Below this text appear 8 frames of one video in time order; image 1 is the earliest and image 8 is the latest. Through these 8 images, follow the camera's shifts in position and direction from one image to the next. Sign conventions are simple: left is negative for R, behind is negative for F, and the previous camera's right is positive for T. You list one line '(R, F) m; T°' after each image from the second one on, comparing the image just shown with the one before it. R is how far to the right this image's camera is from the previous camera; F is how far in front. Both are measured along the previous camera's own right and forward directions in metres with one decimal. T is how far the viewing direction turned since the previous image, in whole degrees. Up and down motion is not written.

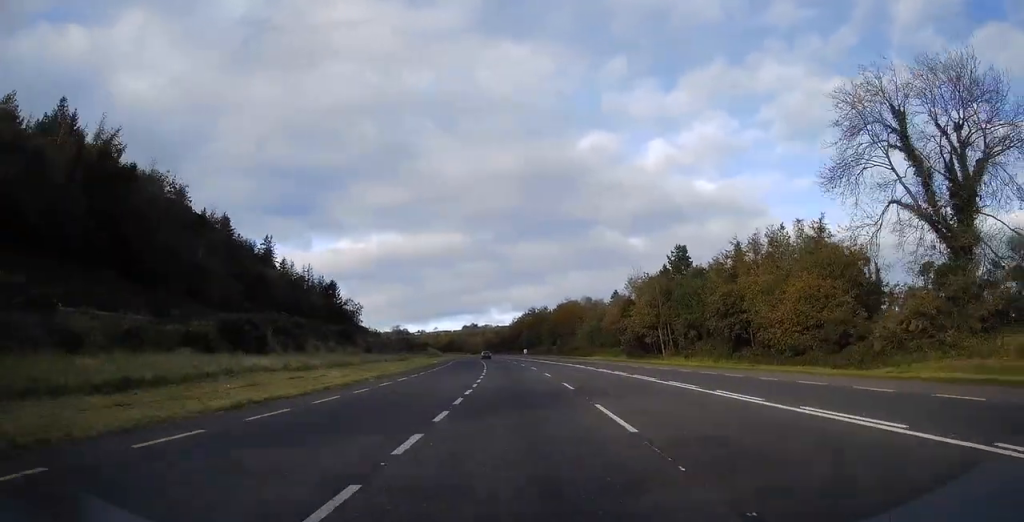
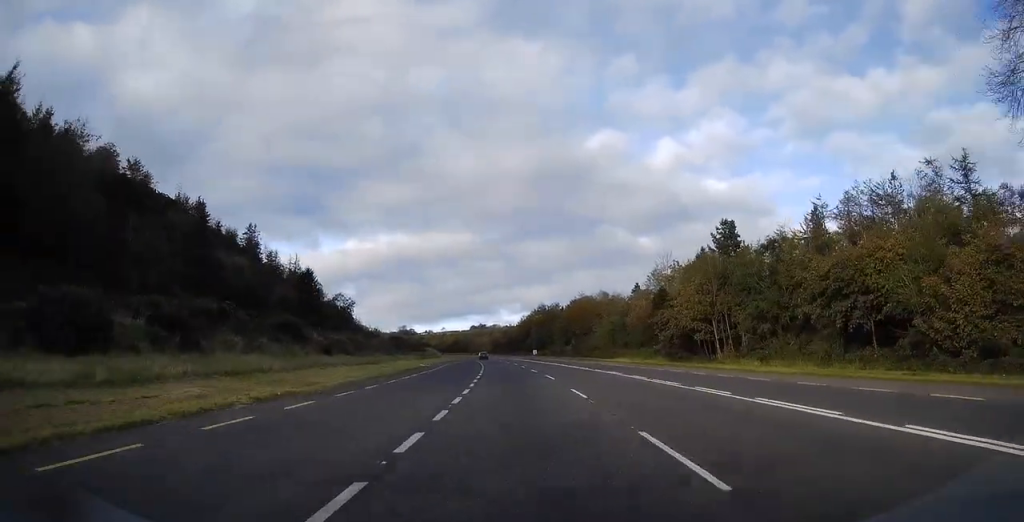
(-0.2, +15.1) m; -2°
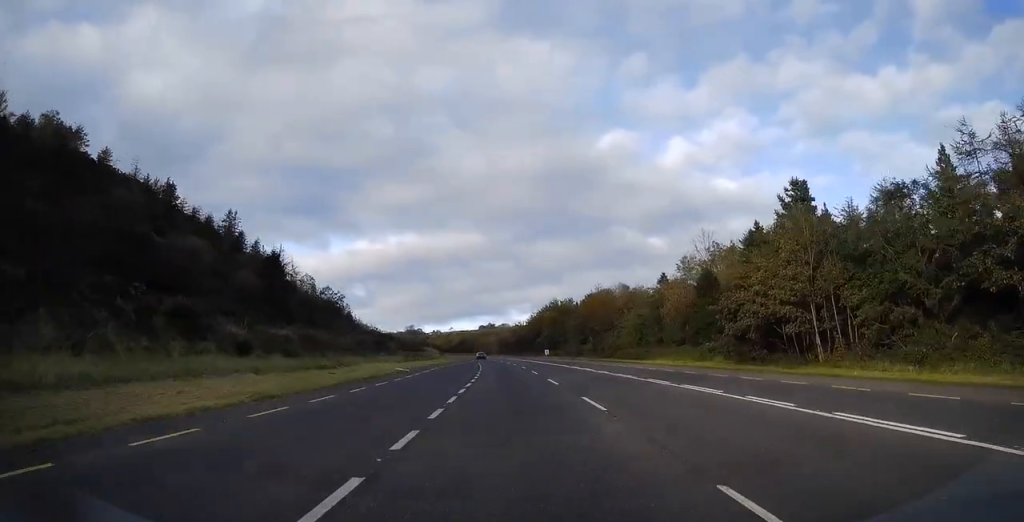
(-0.3, +16.1) m; -1°
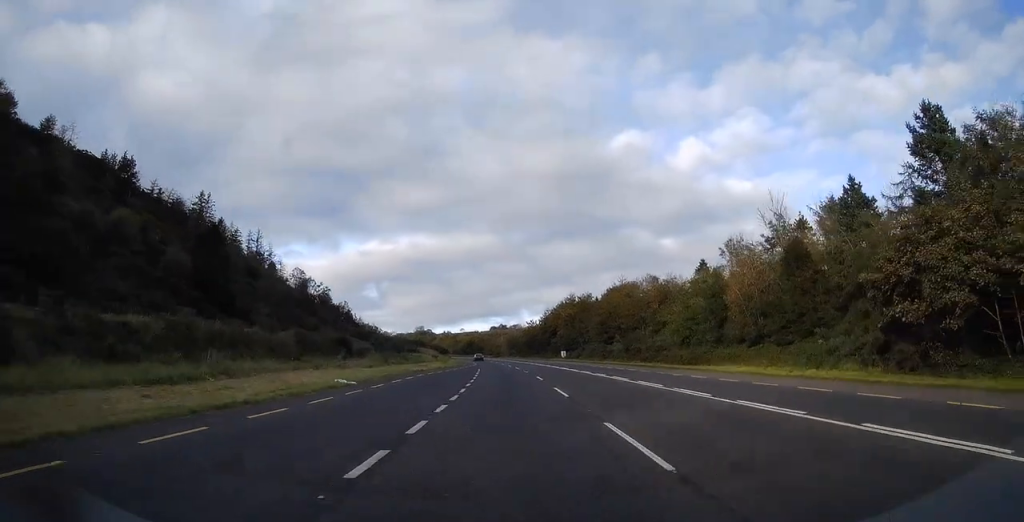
(-0.2, +18.7) m; -2°
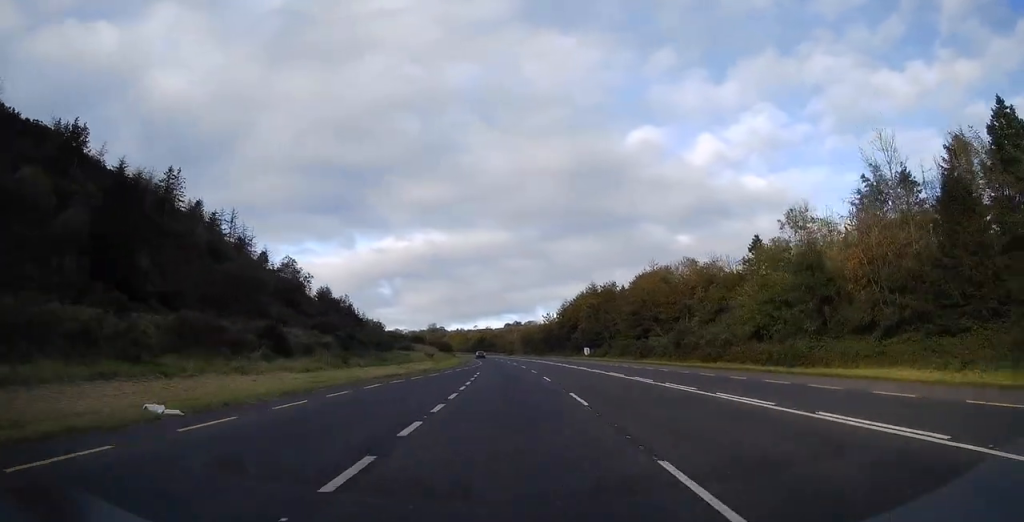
(-0.3, +19.5) m; -1°
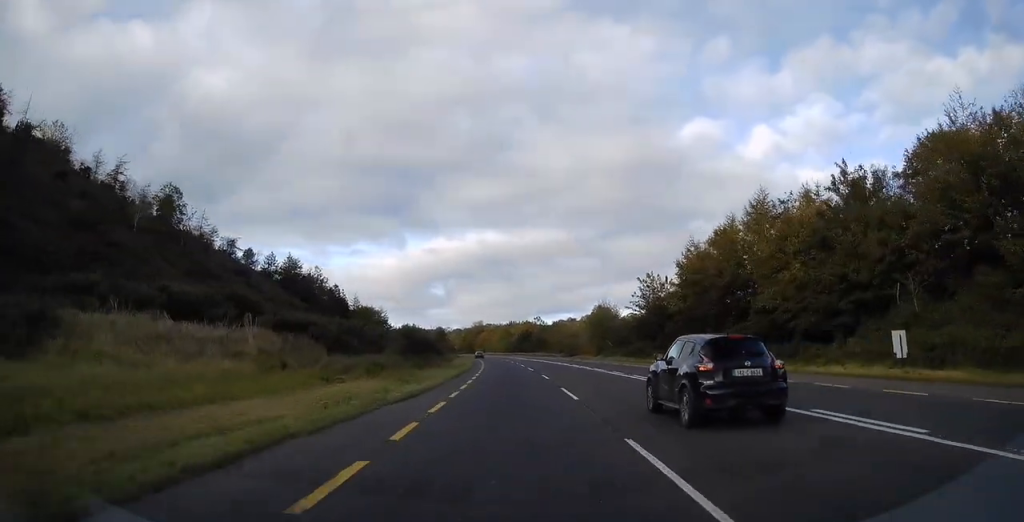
(-3.8, +78.9) m; -6°
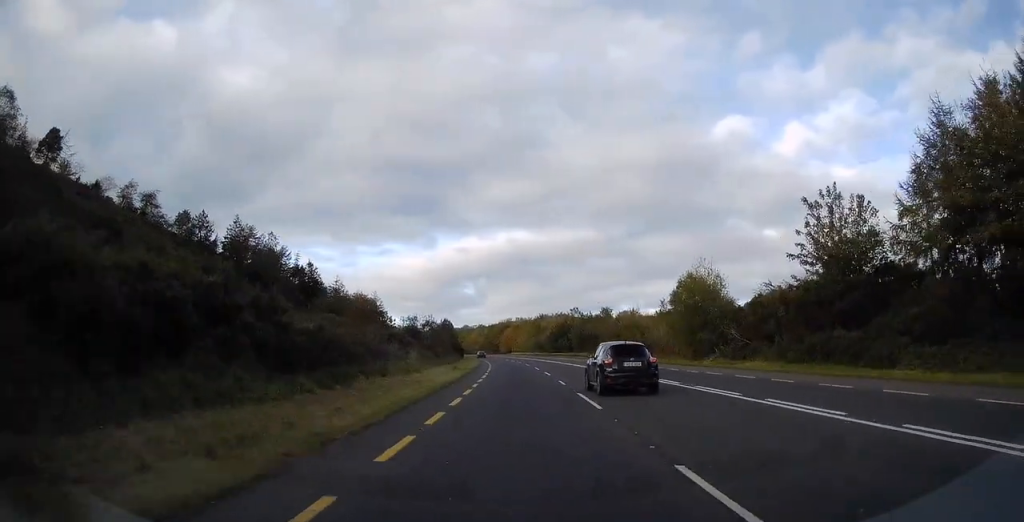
(-1.0, +40.1) m; -3°
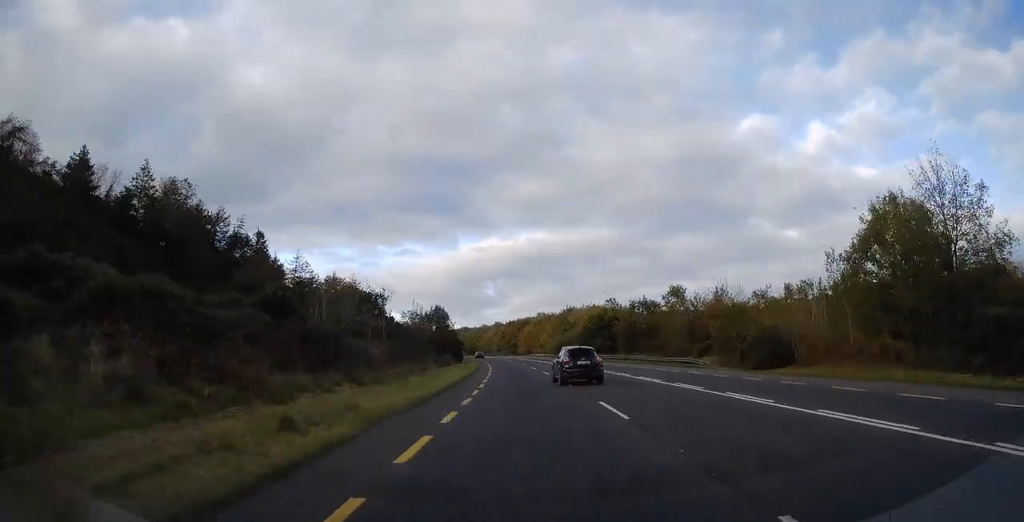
(-0.9, +32.8) m; -3°
